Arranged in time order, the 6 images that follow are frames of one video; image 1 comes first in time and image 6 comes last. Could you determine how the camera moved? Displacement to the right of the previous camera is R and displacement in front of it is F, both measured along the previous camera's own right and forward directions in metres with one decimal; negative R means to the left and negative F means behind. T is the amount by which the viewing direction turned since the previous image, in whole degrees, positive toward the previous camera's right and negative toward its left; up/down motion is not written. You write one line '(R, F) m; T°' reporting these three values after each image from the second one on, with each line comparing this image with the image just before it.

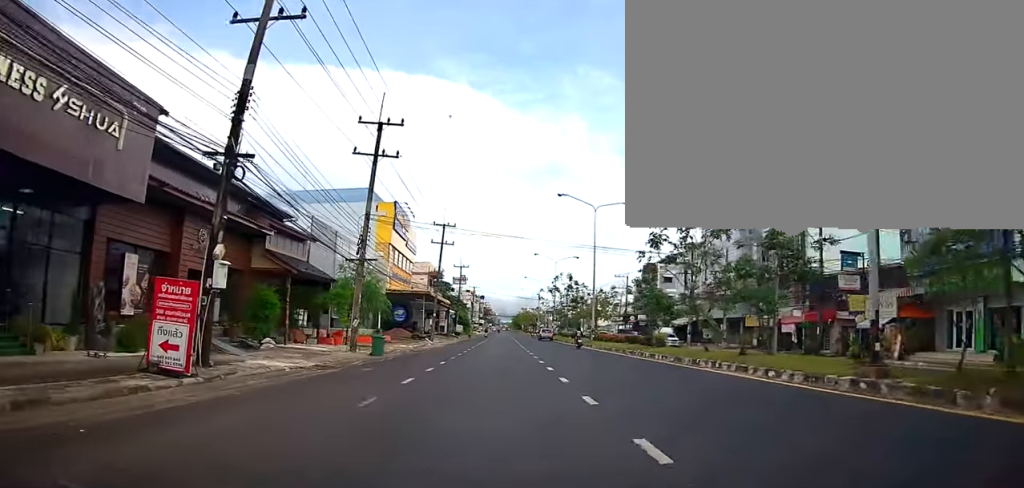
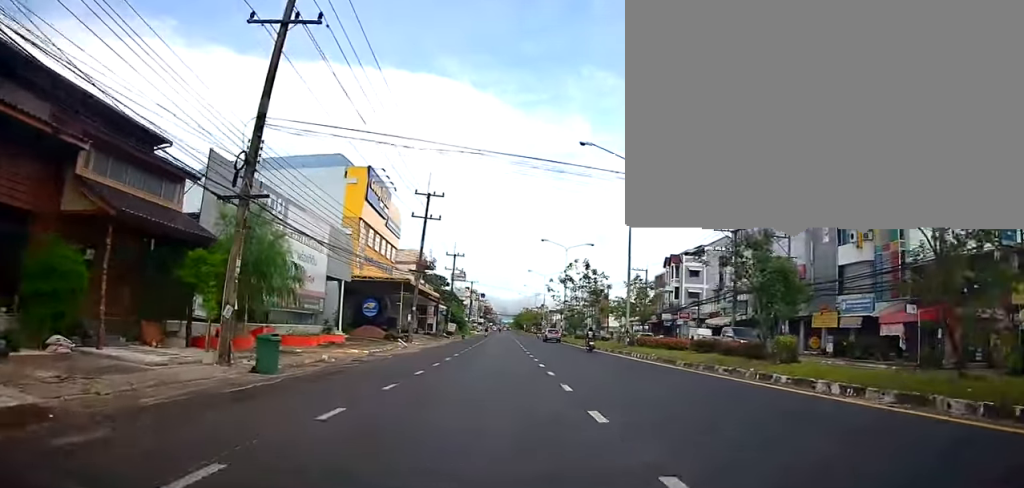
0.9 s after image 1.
(0.0, +13.8) m; +2°
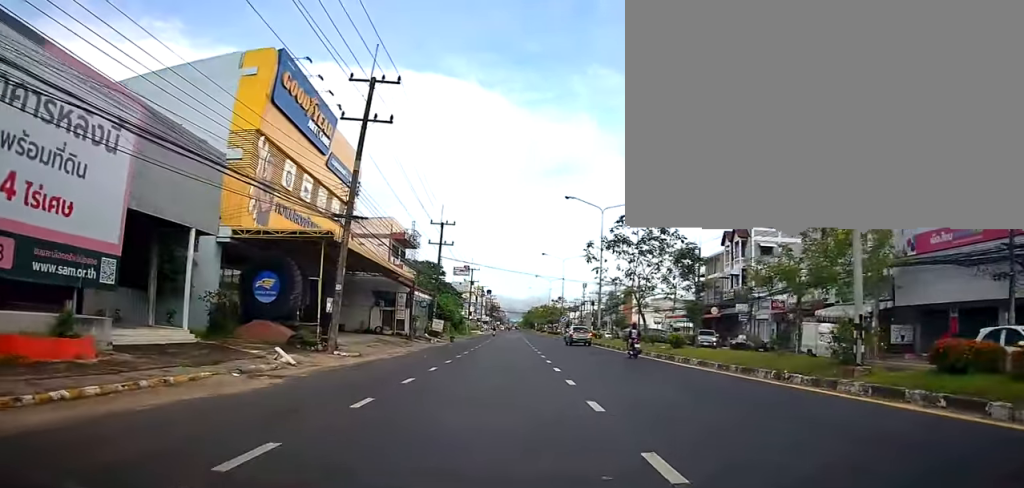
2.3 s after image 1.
(+0.3, +23.0) m; -2°
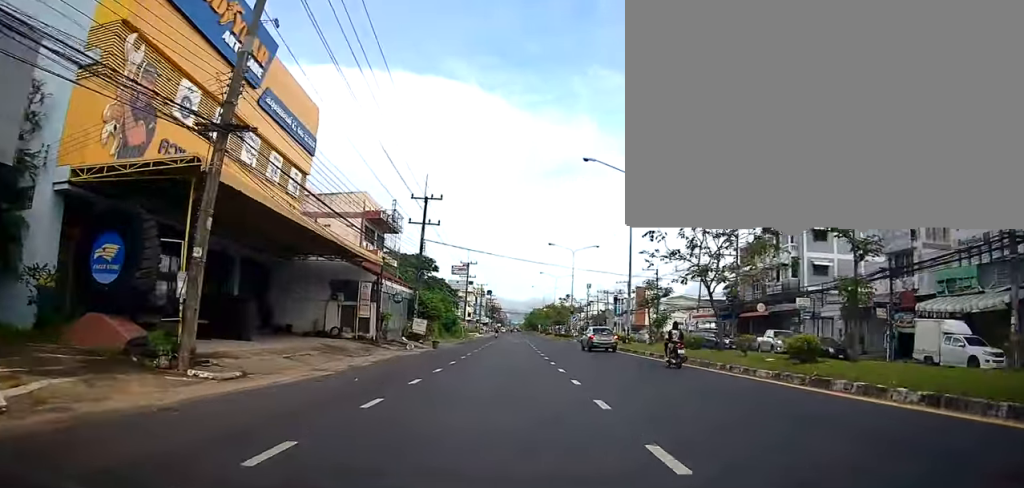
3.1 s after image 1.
(-0.2, +11.9) m; -1°
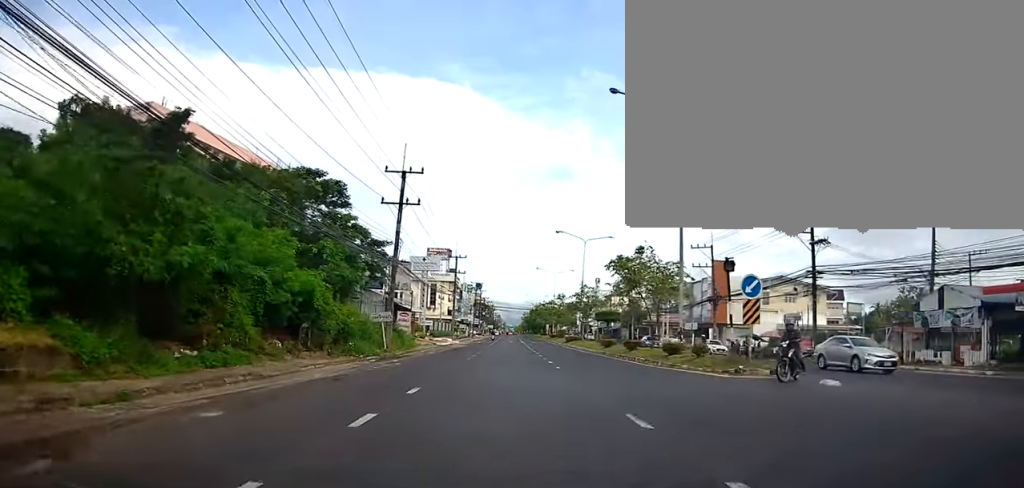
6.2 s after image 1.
(+0.1, +49.9) m; 0°
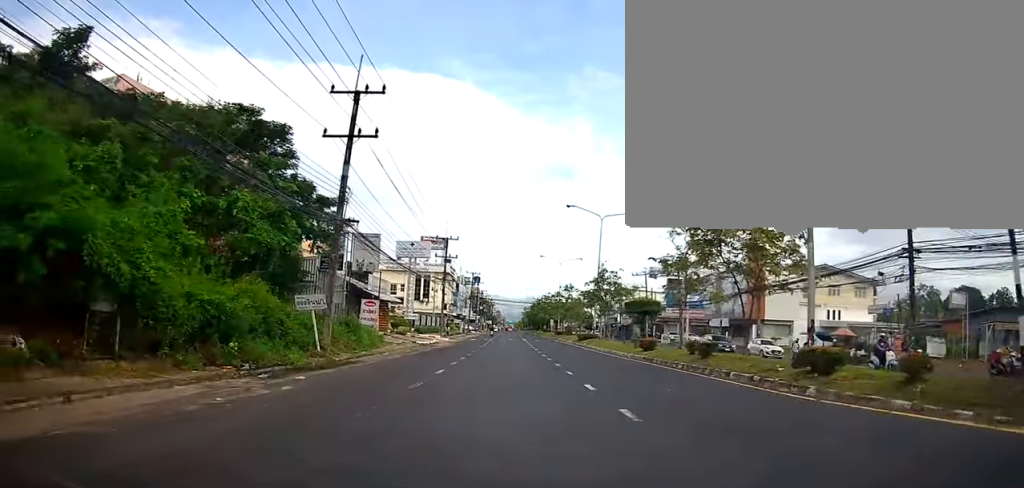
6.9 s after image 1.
(0.0, +11.8) m; 0°
